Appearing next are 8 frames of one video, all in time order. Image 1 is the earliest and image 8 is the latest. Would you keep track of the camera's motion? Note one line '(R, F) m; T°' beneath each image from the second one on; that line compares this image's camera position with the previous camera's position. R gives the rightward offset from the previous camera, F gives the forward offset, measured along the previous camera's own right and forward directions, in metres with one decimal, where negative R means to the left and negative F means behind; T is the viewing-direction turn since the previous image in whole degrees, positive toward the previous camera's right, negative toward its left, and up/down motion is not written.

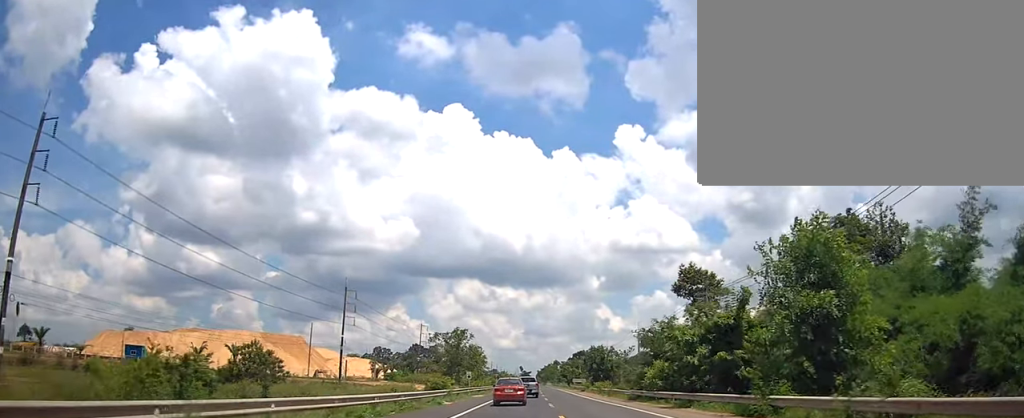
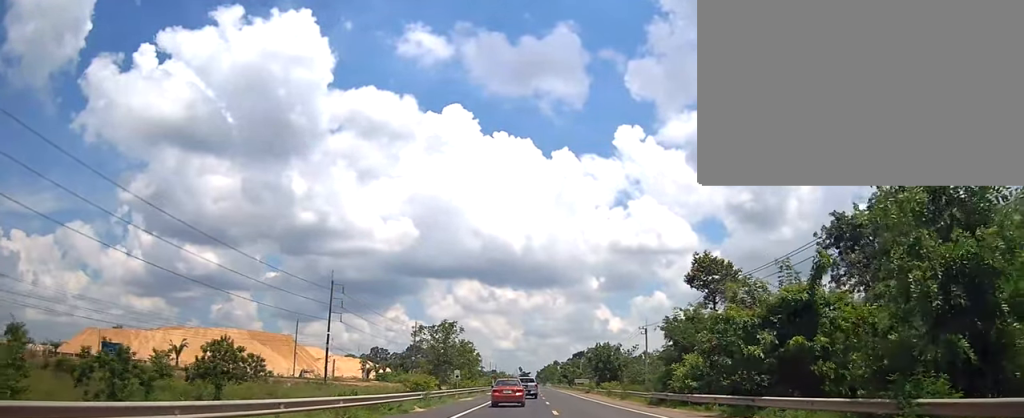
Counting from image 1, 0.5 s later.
(-0.2, +7.4) m; -1°
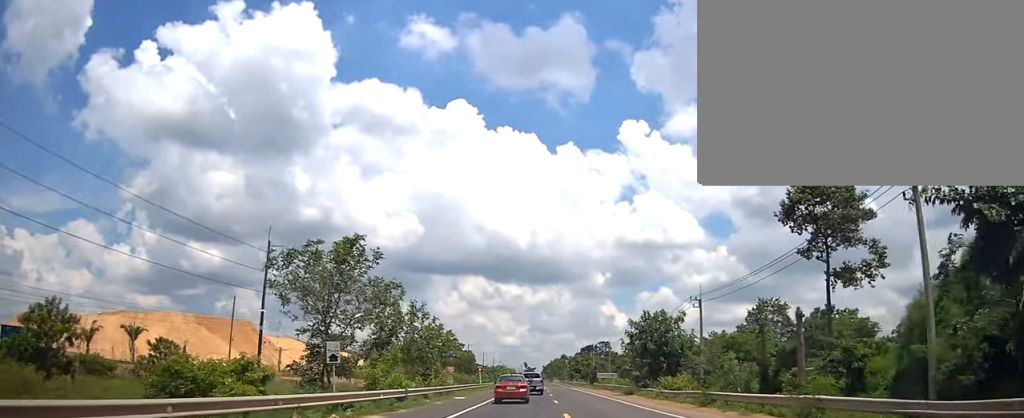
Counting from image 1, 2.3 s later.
(-0.1, +28.5) m; 0°
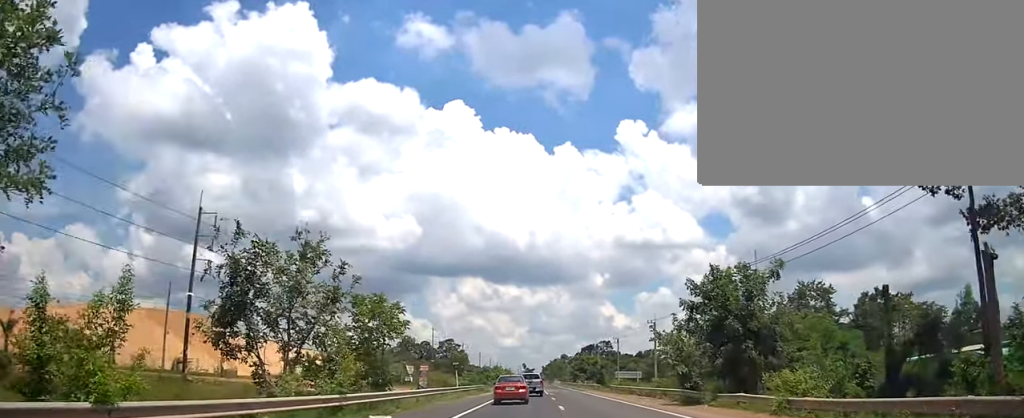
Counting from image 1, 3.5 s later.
(+0.1, +18.1) m; +1°
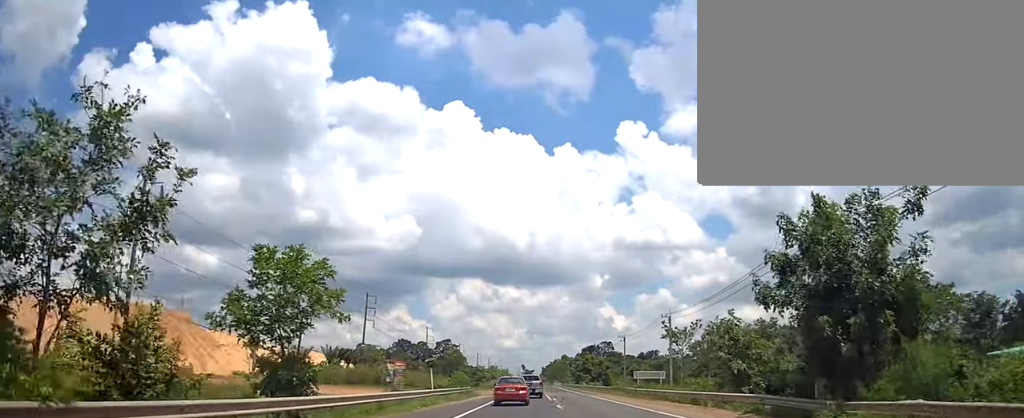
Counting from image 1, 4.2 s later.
(+0.1, +10.8) m; 0°
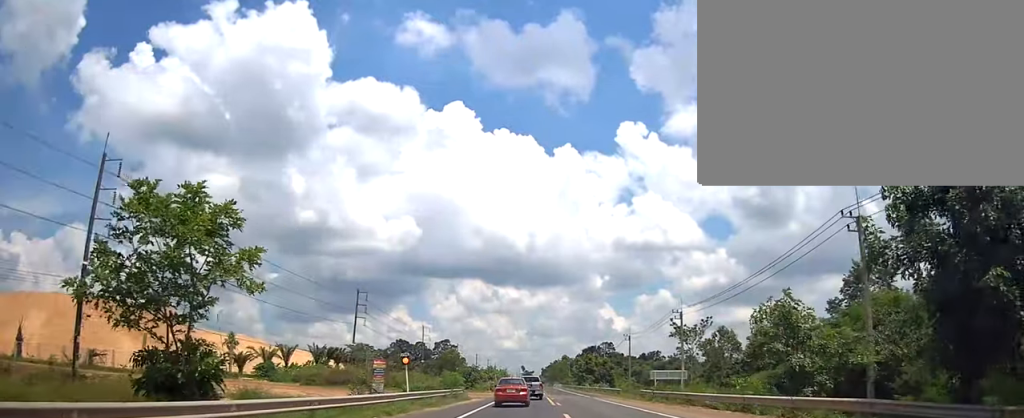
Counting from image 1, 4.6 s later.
(+0.1, +6.7) m; 0°
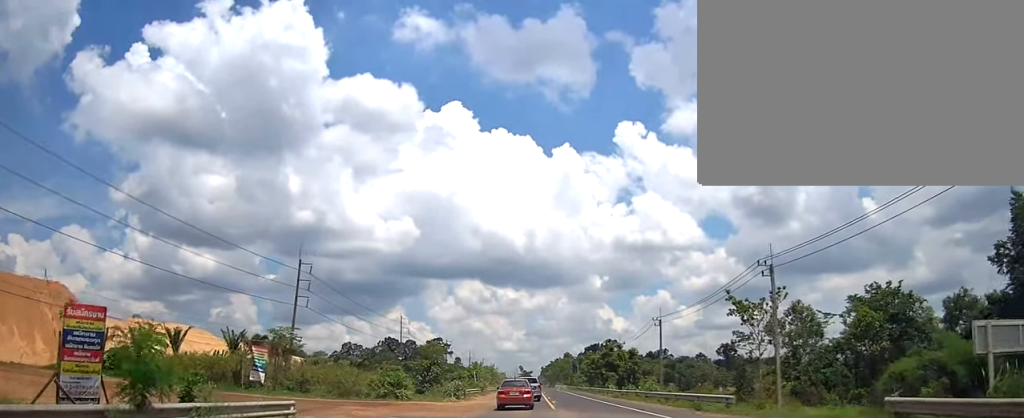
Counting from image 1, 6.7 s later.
(-0.5, +30.3) m; 0°
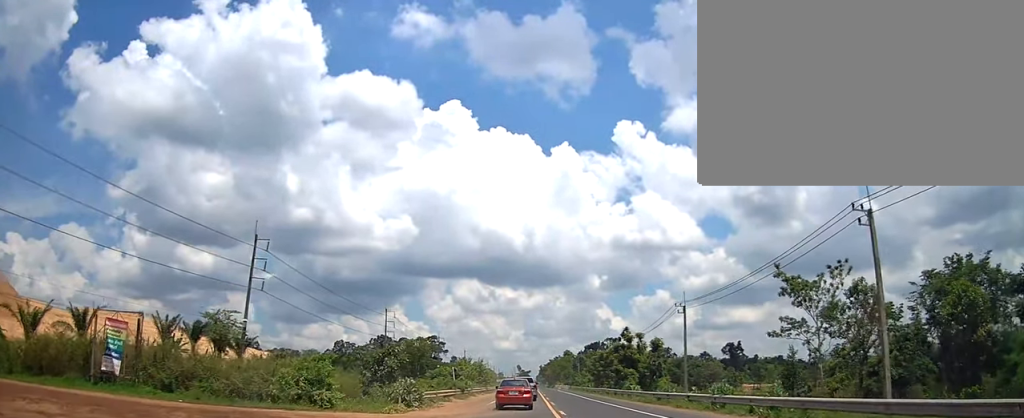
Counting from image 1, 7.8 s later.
(+0.1, +15.0) m; 0°
